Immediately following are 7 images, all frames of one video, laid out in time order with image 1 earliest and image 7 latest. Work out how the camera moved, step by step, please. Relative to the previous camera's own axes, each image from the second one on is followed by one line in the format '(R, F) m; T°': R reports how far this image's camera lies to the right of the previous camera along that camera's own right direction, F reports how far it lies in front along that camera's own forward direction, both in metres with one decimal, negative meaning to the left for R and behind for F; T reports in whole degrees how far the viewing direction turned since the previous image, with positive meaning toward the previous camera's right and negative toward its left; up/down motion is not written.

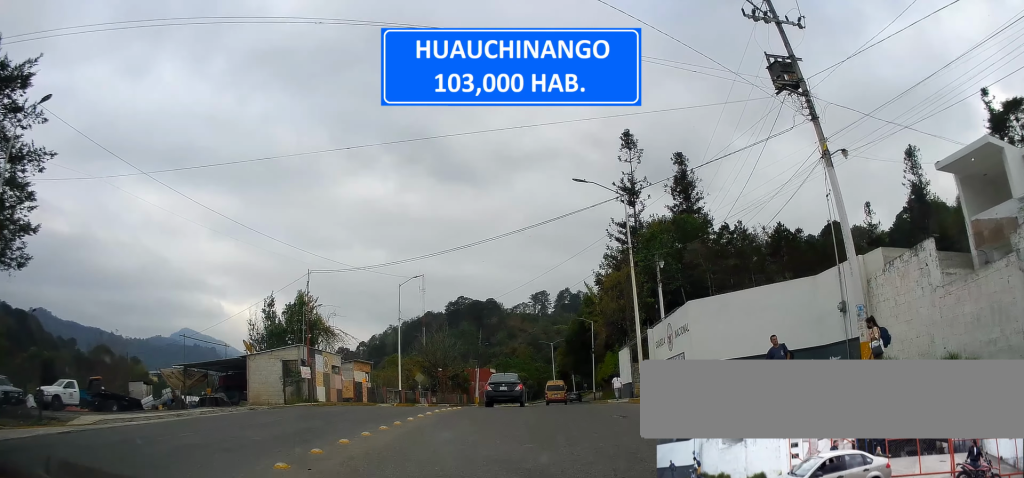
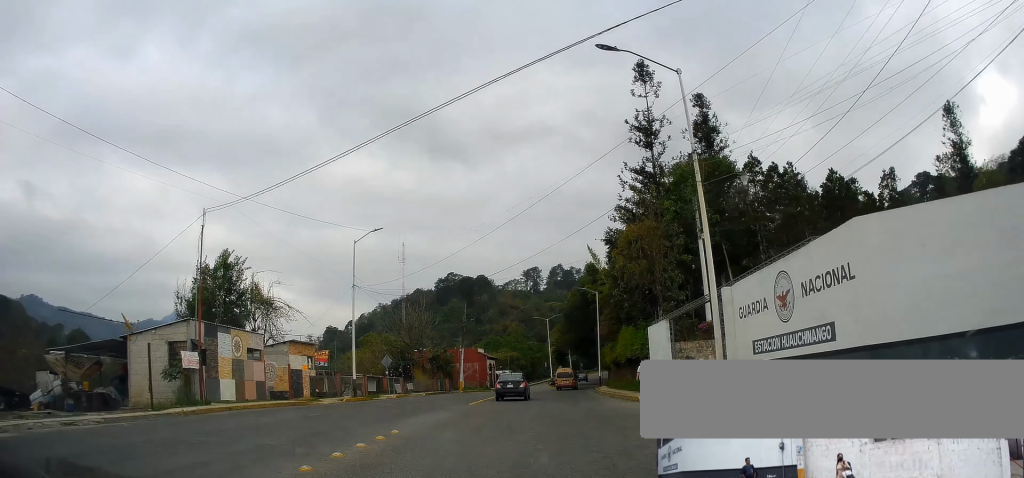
(+0.7, +9.9) m; +10°
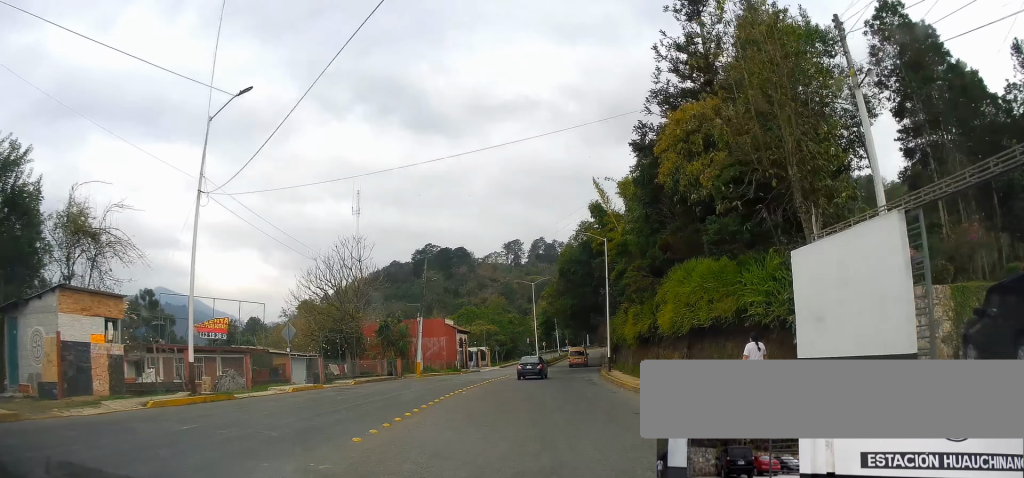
(+0.1, +14.4) m; +1°
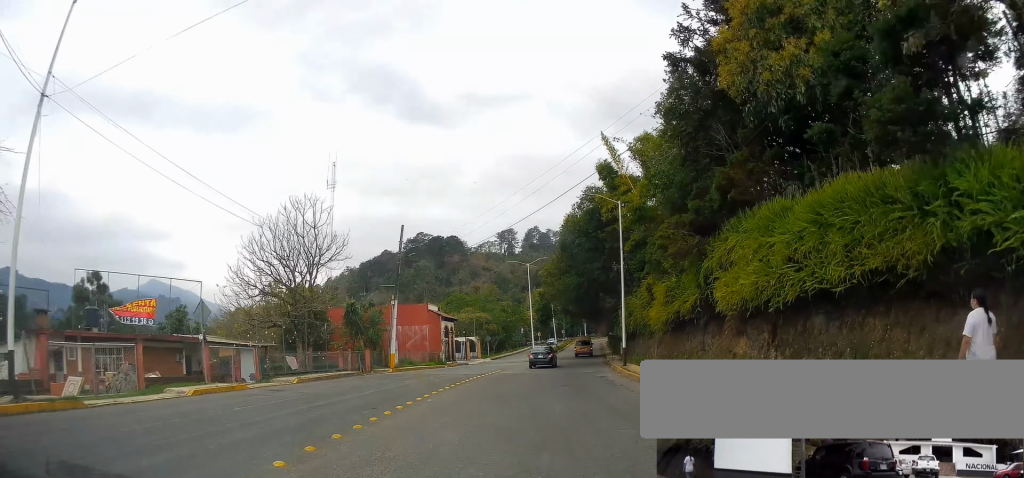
(-0.1, +7.2) m; +5°
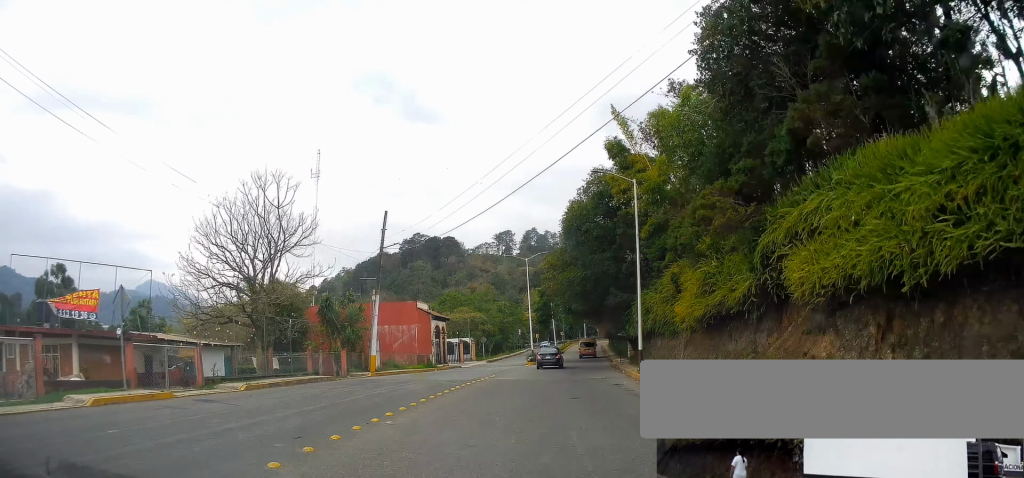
(+0.4, +4.5) m; 0°
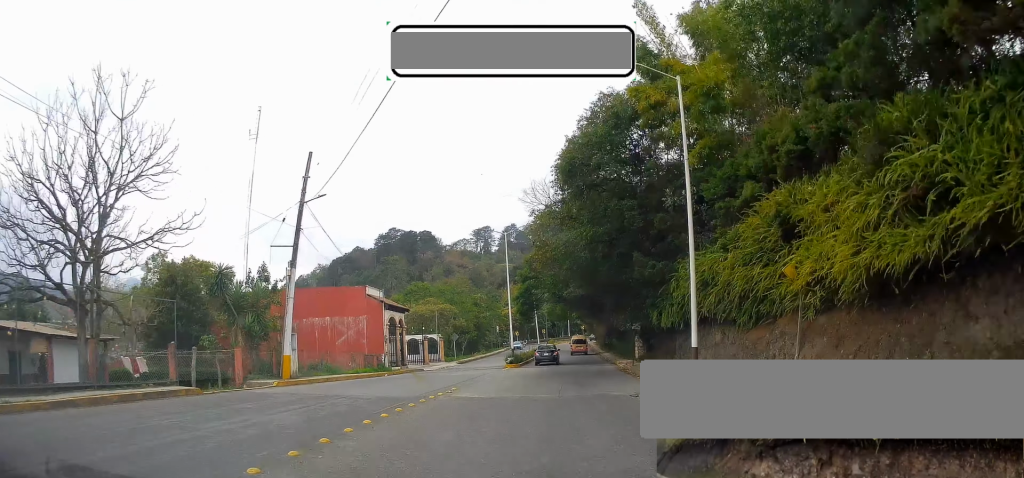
(+0.2, +10.4) m; -1°
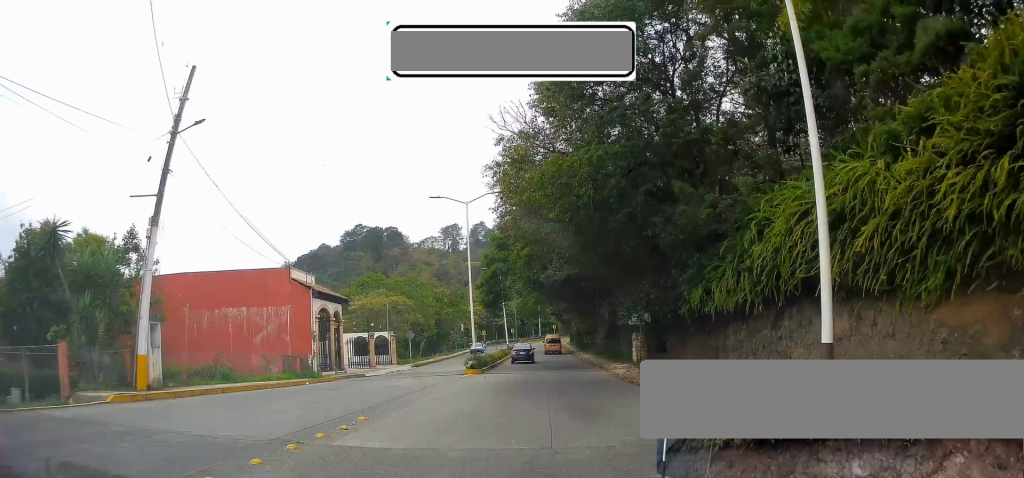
(-0.5, +8.8) m; 0°
